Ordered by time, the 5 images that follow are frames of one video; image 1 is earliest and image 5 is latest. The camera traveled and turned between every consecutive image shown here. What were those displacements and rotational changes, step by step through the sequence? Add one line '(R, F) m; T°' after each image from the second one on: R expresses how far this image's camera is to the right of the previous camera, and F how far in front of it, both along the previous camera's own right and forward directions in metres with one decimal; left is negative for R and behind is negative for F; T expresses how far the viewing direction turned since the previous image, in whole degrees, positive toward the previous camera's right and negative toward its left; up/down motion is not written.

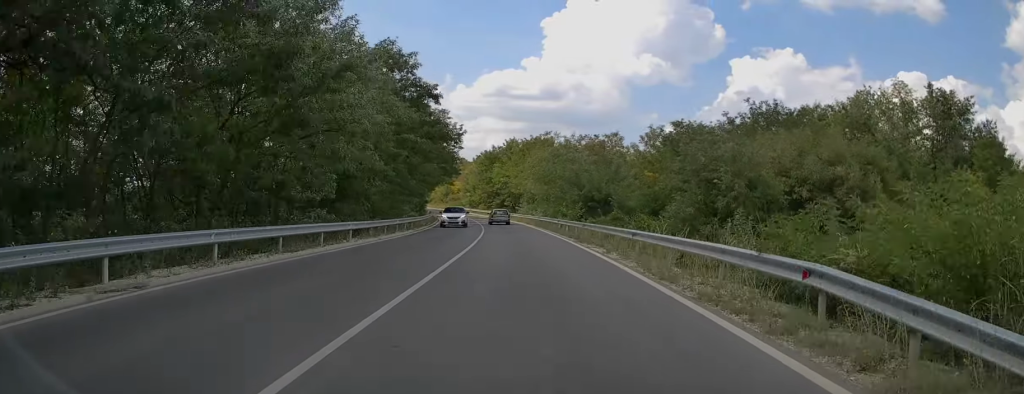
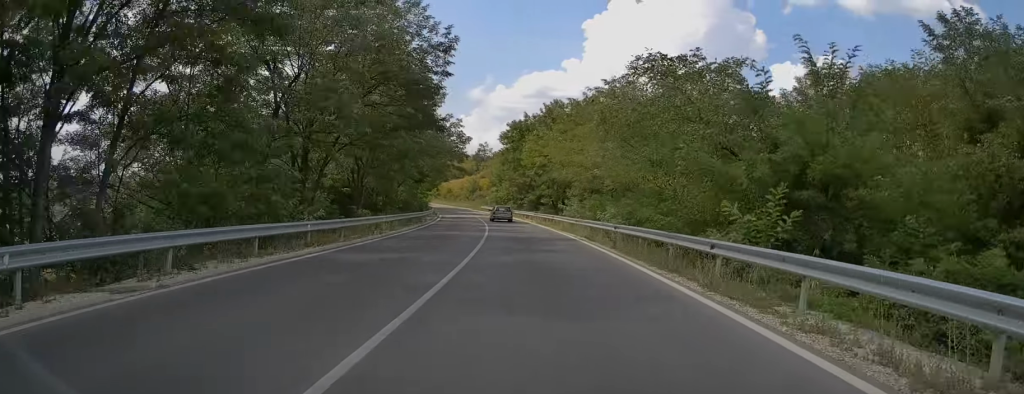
(-0.5, +30.4) m; -2°
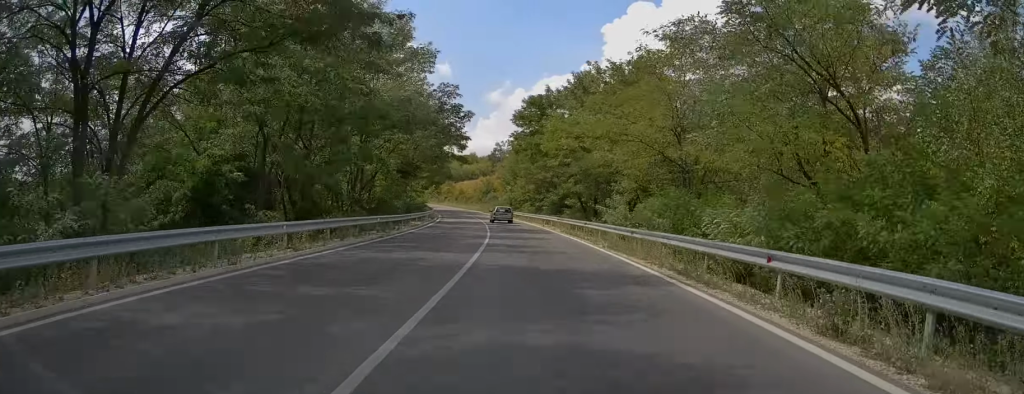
(-0.2, +14.6) m; -1°
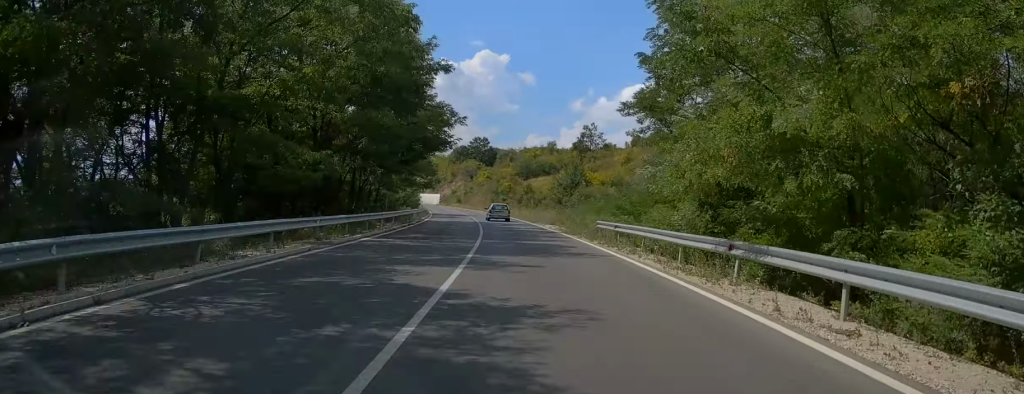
(-3.9, +68.9) m; -7°
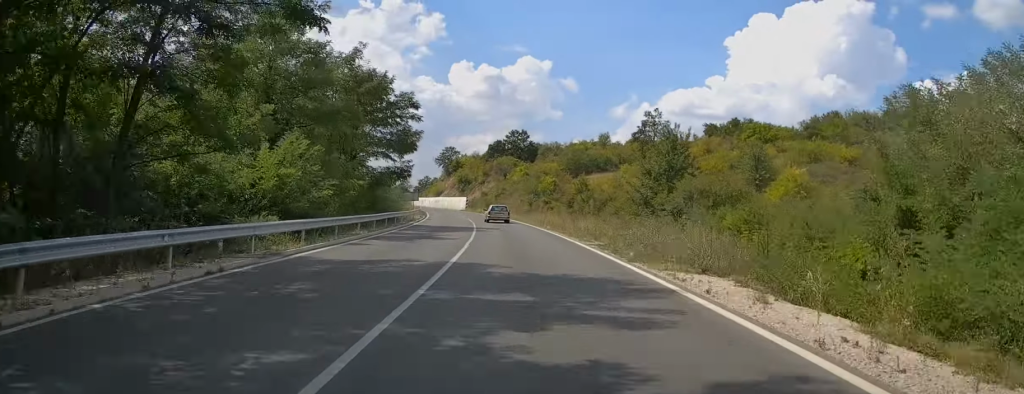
(-1.1, +32.8) m; -4°
